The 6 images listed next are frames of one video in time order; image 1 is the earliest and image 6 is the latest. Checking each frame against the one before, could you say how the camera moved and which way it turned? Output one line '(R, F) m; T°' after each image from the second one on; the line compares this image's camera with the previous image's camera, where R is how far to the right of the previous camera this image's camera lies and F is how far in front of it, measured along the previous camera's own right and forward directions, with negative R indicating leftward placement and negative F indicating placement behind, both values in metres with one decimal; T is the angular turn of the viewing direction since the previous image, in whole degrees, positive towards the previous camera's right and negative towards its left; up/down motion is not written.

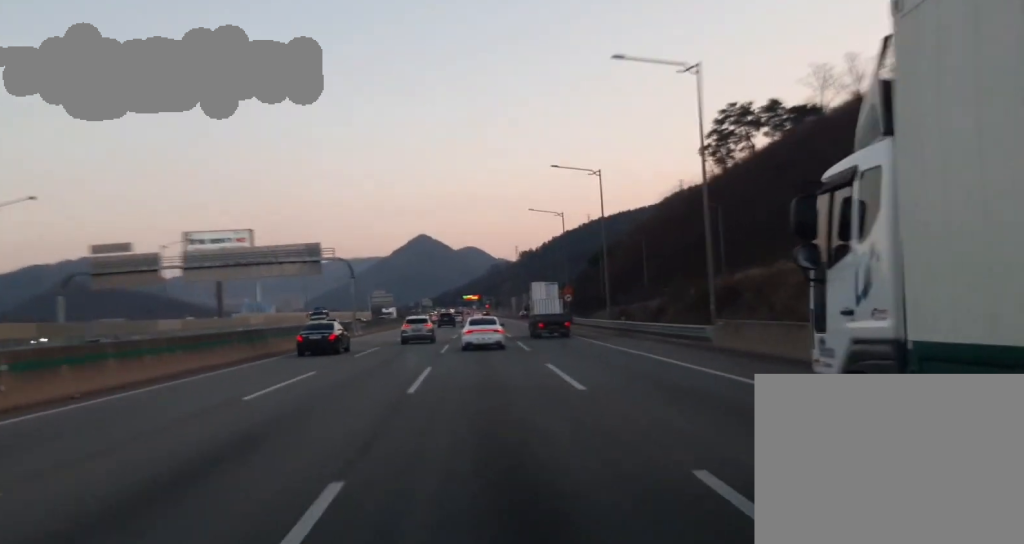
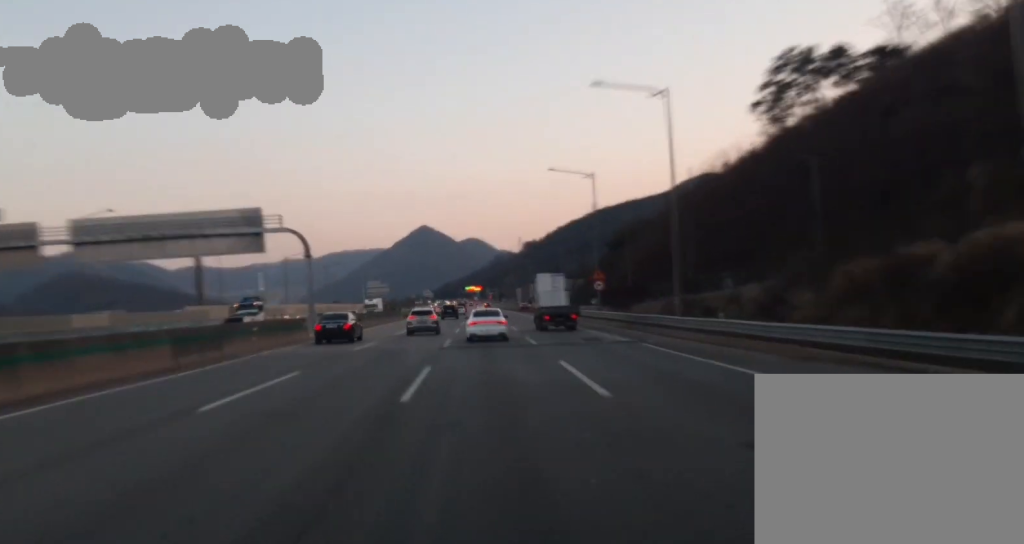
(0.0, +22.3) m; 0°
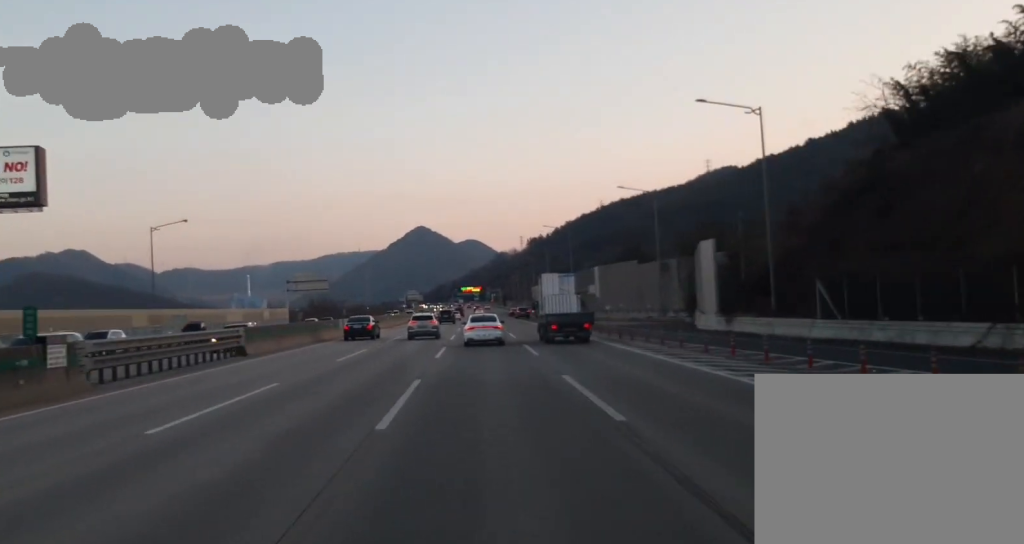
(0.0, +103.5) m; 0°
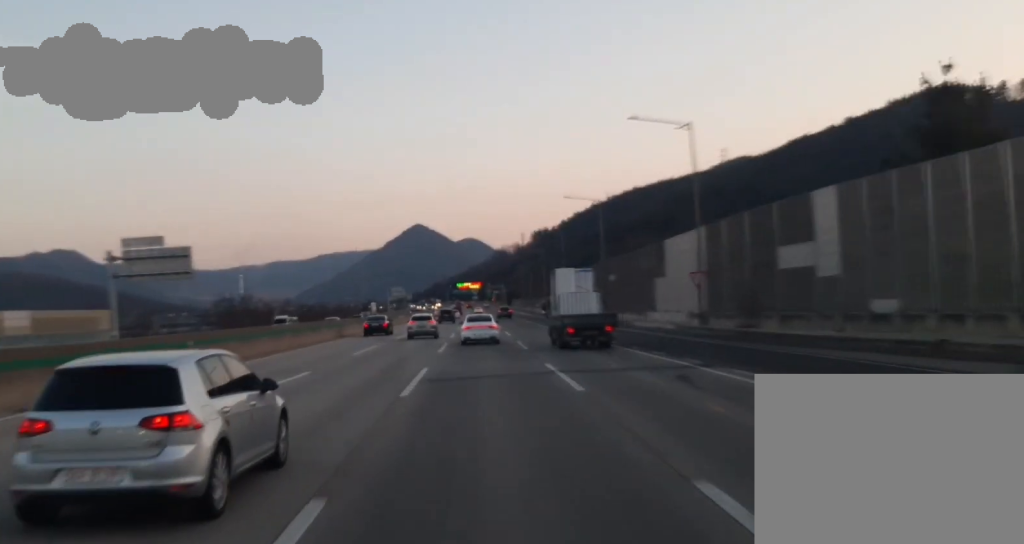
(0.0, +74.6) m; 0°
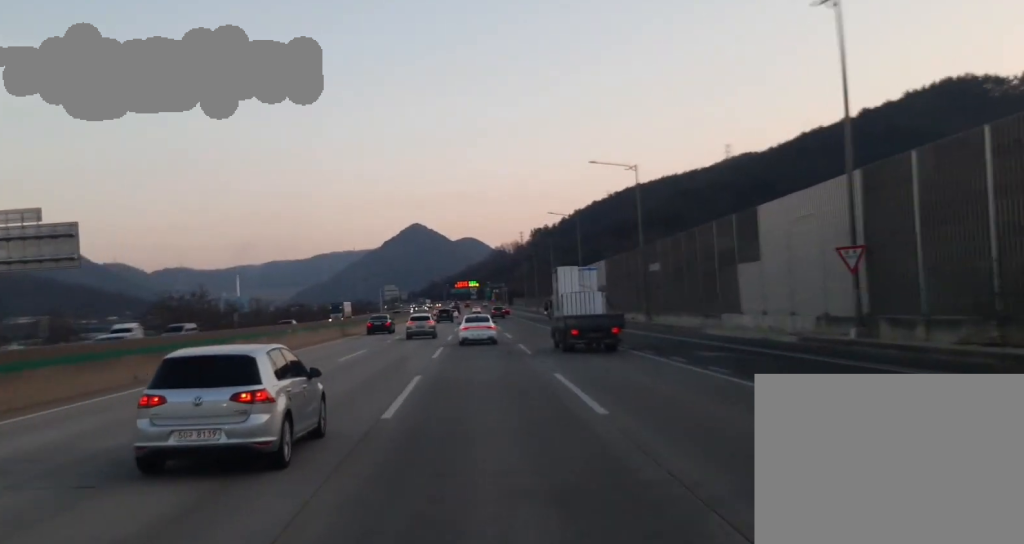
(0.0, +24.3) m; 0°
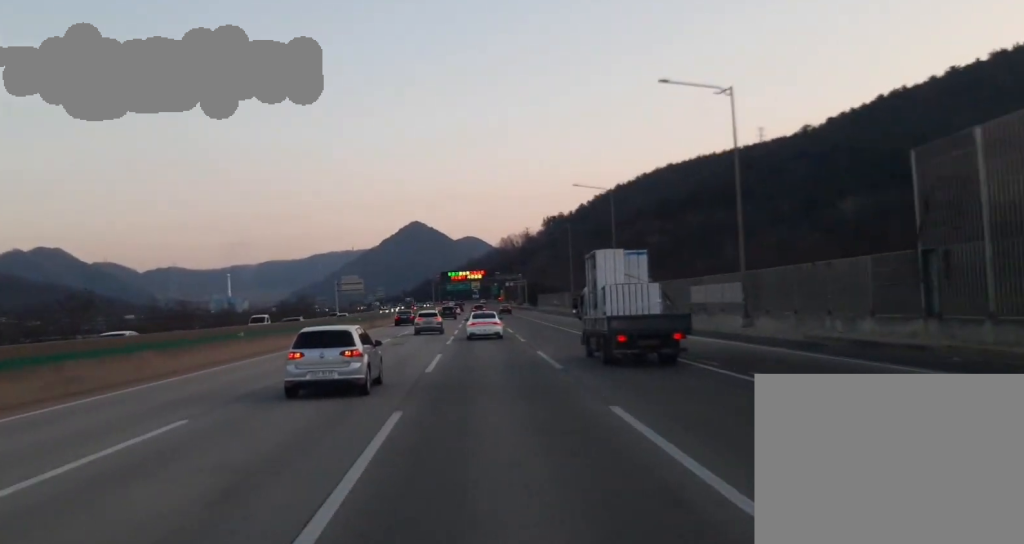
(-0.2, +107.7) m; 0°
